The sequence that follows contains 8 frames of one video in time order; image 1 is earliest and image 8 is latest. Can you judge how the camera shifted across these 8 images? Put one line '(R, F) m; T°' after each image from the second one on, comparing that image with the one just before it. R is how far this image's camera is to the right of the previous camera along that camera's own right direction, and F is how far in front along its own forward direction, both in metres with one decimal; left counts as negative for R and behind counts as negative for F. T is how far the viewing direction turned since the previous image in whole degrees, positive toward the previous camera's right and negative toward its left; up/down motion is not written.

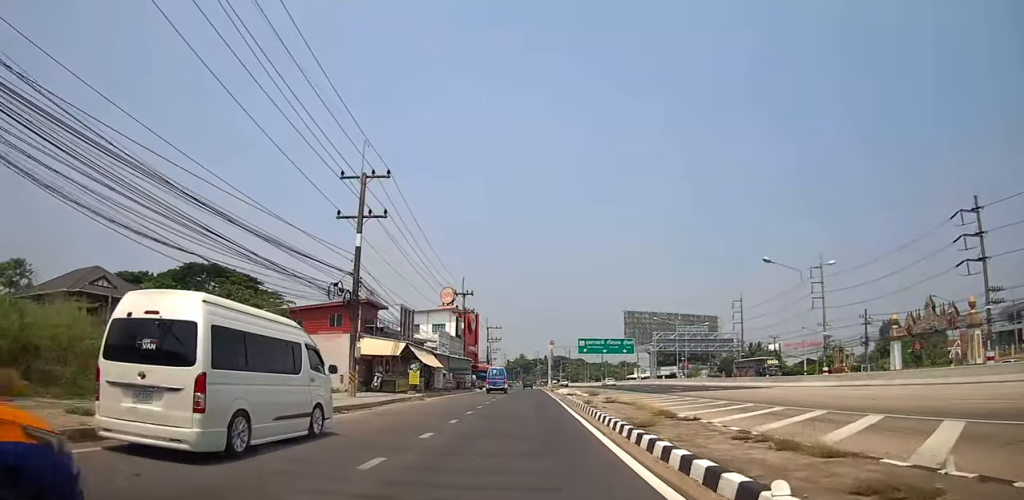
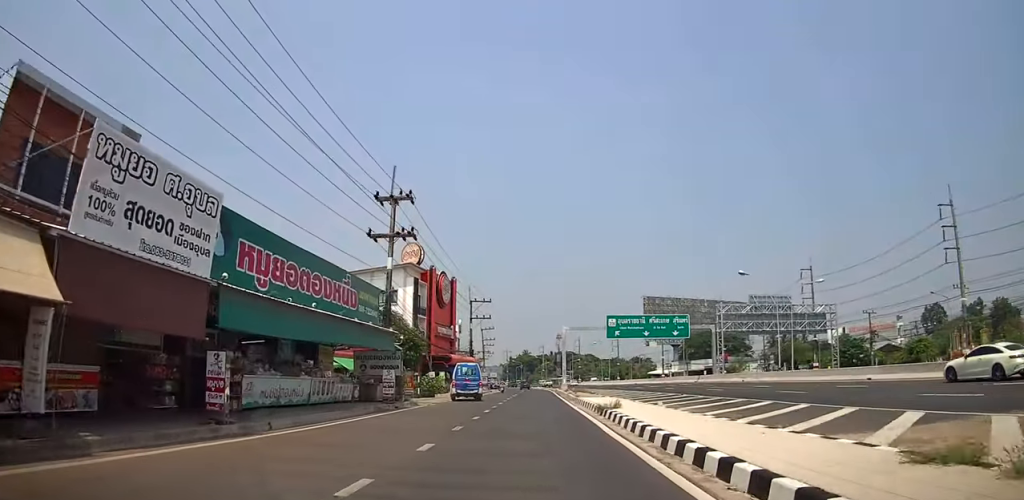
(+1.2, +36.1) m; +3°
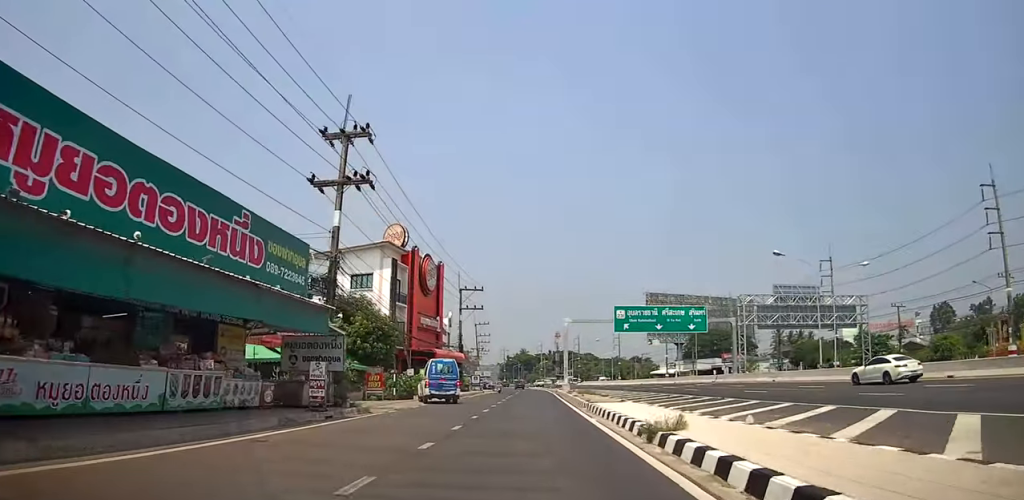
(0.0, +8.7) m; 0°
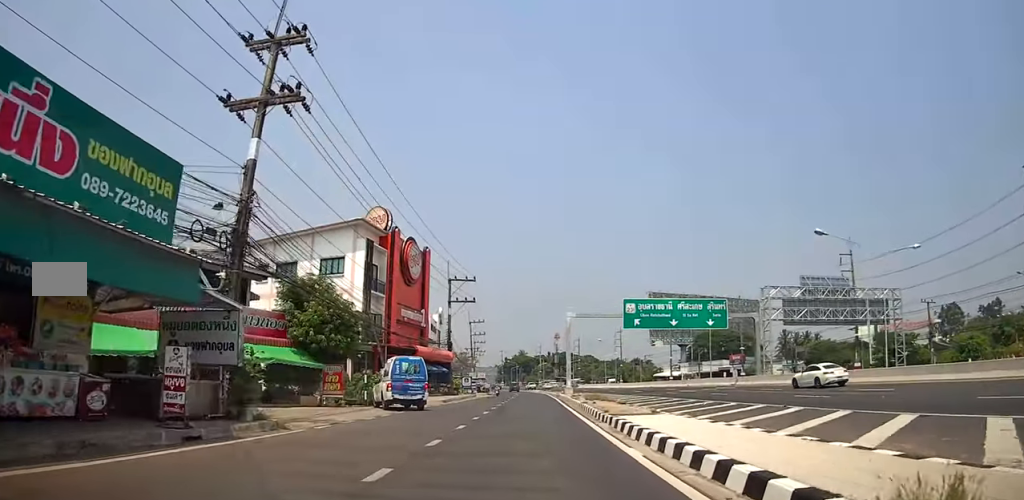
(-0.2, +7.6) m; 0°
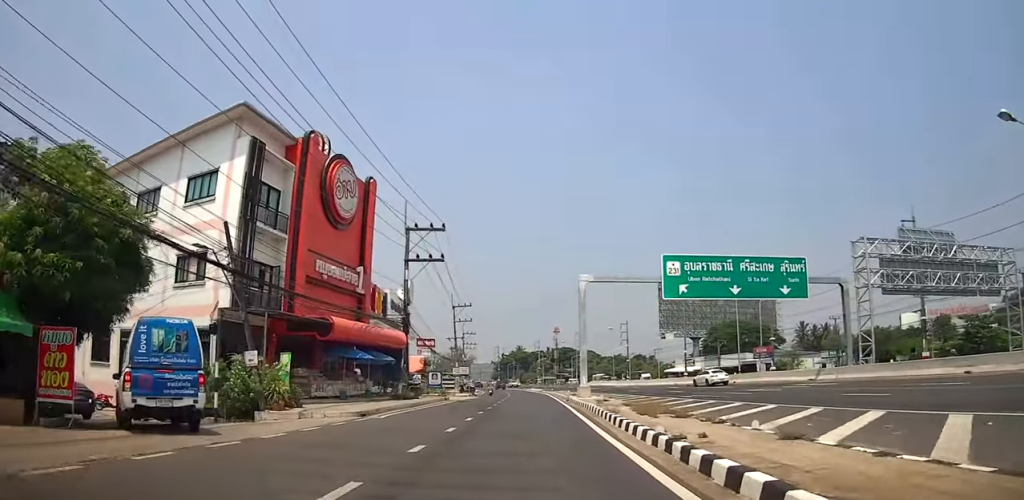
(+0.1, +18.6) m; 0°
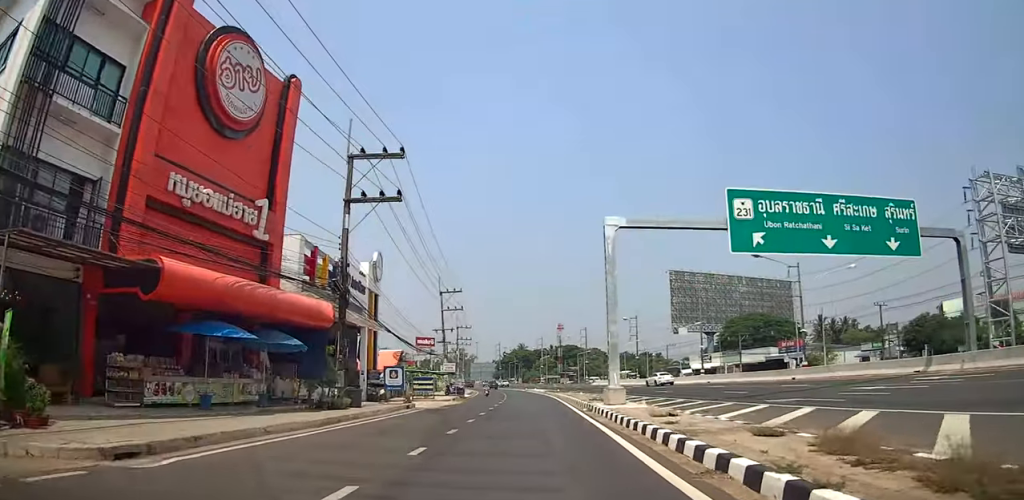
(+0.1, +12.8) m; -2°
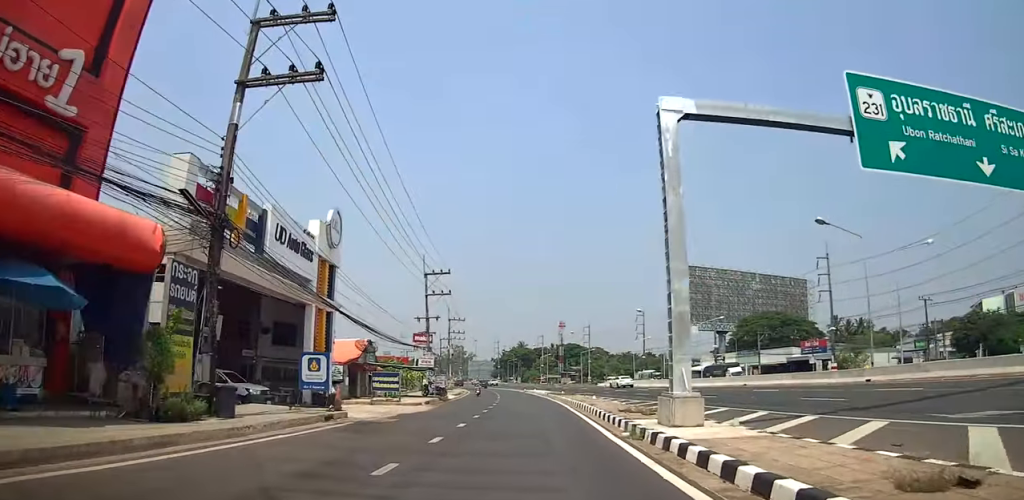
(-0.4, +10.4) m; -2°
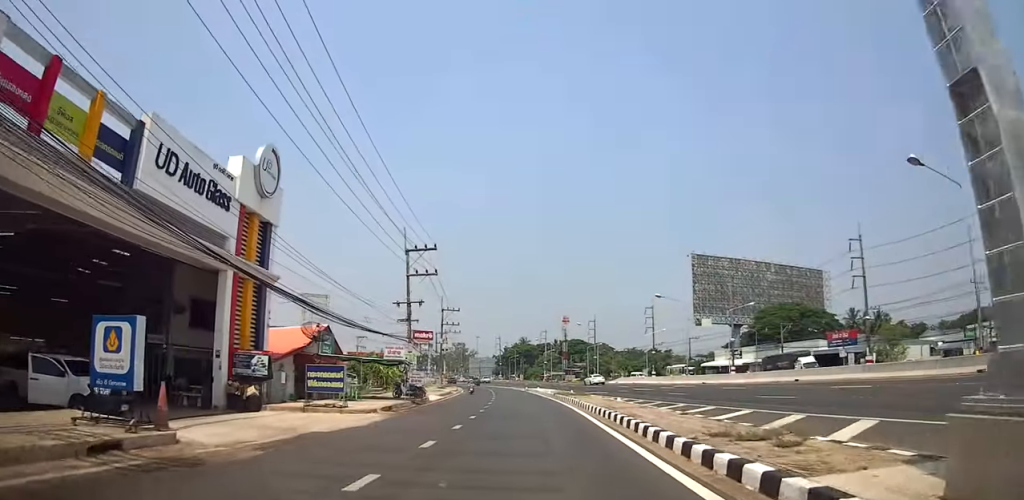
(-0.2, +9.5) m; -1°
